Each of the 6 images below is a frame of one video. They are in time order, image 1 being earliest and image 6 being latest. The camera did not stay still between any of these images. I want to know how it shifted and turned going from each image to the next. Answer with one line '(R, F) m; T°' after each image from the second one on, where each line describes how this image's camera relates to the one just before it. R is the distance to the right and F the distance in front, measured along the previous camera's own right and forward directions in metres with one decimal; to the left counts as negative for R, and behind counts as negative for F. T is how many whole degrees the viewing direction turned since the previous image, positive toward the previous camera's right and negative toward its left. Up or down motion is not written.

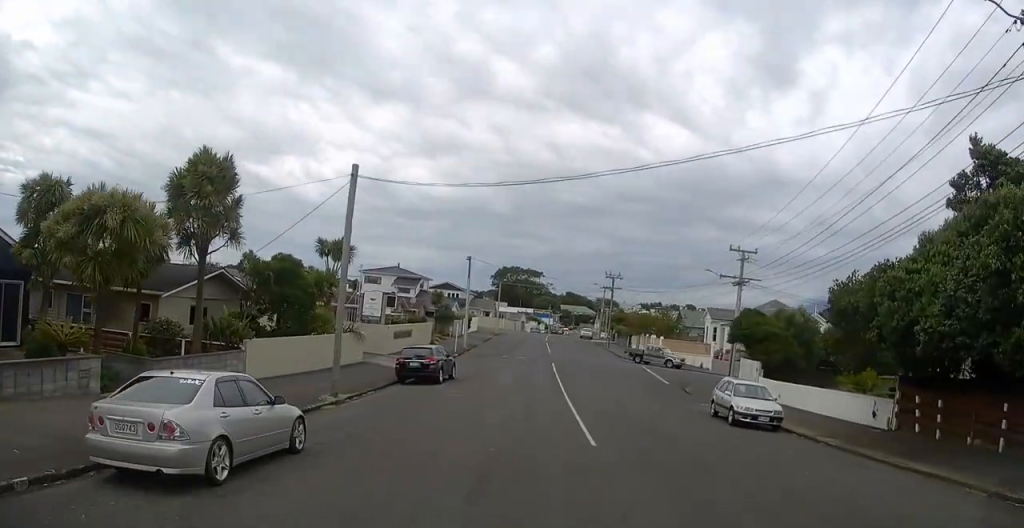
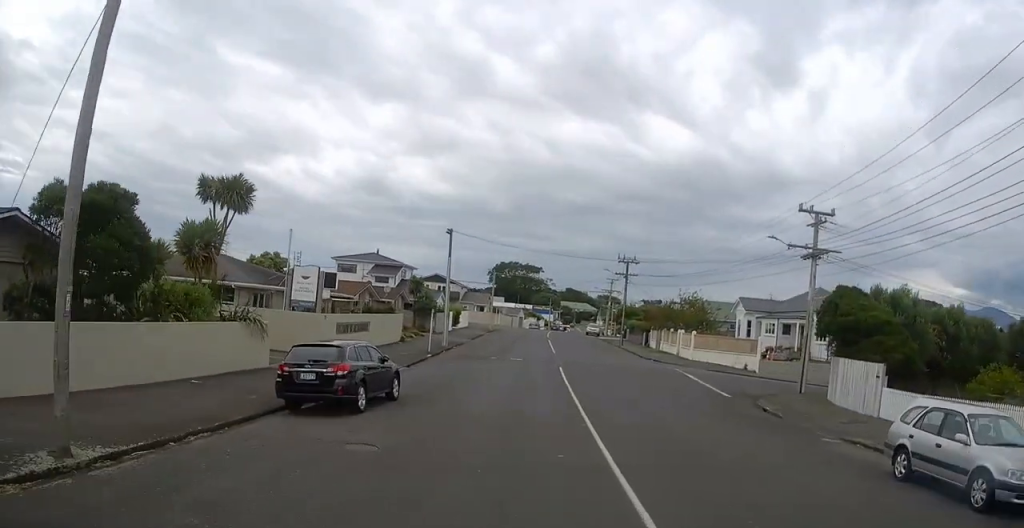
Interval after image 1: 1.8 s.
(+0.2, +11.9) m; +2°
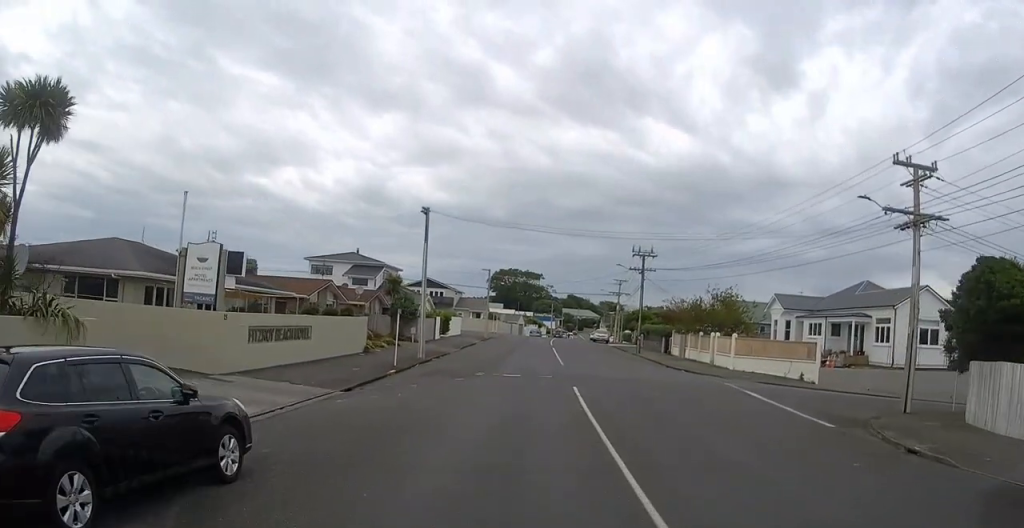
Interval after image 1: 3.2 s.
(+1.0, +9.4) m; +12°
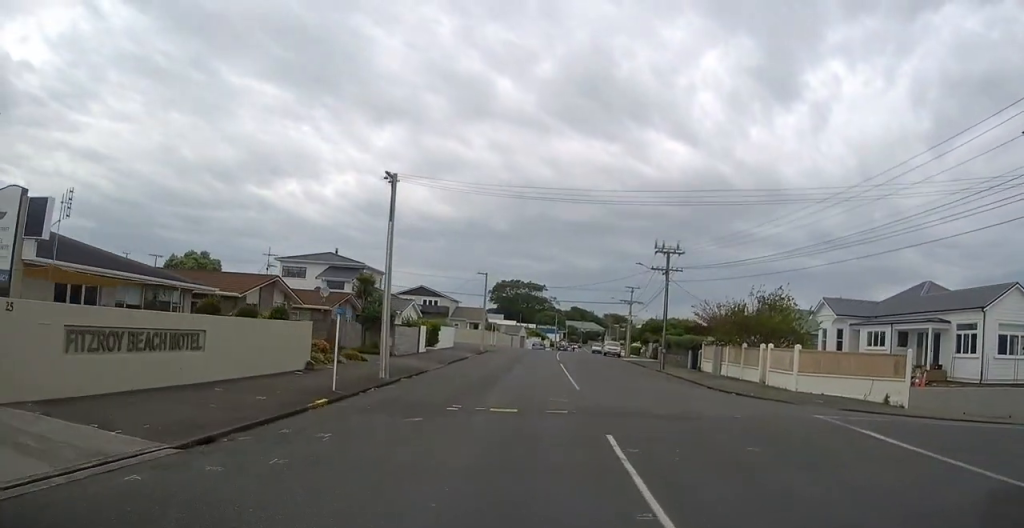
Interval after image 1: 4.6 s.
(-0.1, +9.2) m; -8°
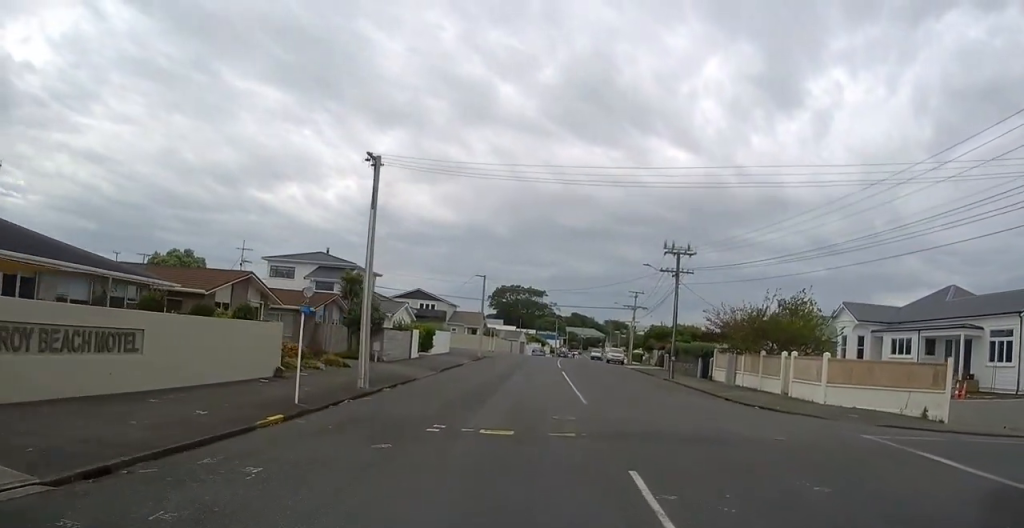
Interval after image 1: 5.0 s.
(-0.2, +3.3) m; -4°
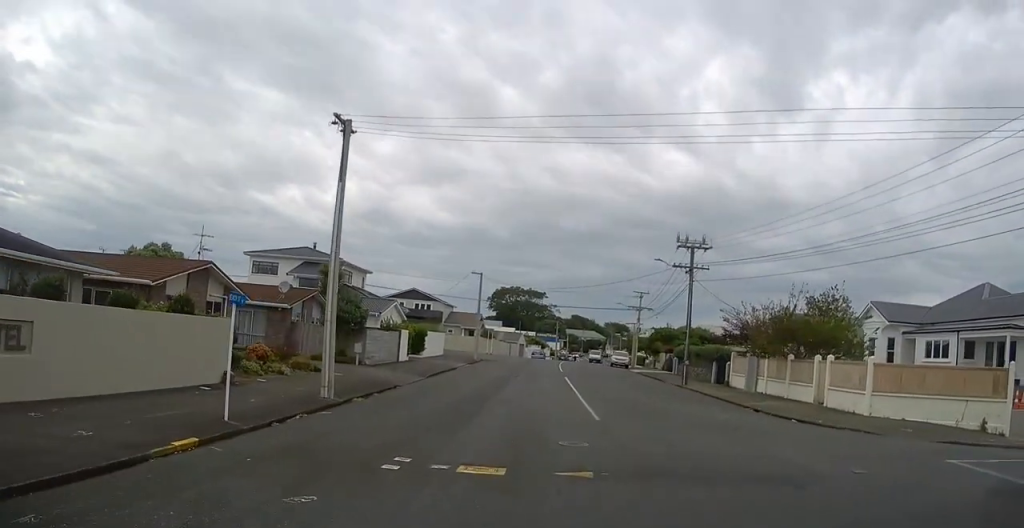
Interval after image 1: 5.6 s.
(-0.1, +4.1) m; 0°
